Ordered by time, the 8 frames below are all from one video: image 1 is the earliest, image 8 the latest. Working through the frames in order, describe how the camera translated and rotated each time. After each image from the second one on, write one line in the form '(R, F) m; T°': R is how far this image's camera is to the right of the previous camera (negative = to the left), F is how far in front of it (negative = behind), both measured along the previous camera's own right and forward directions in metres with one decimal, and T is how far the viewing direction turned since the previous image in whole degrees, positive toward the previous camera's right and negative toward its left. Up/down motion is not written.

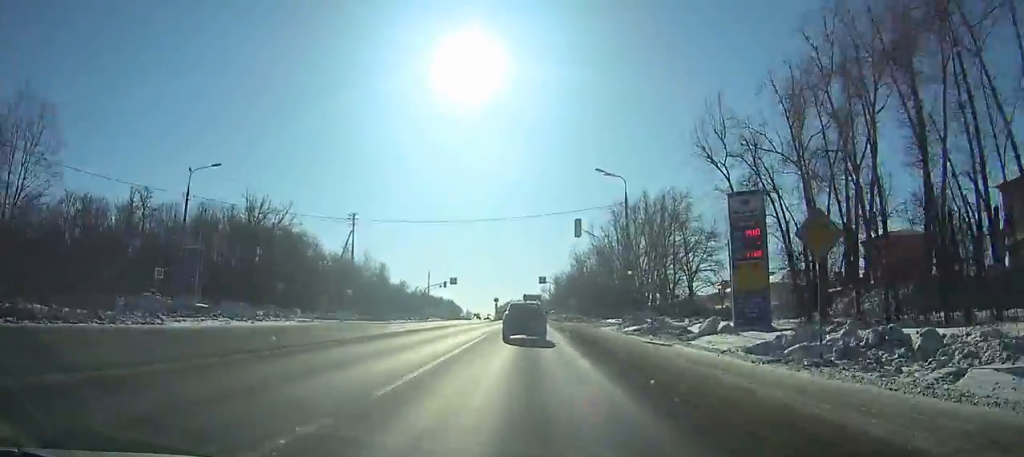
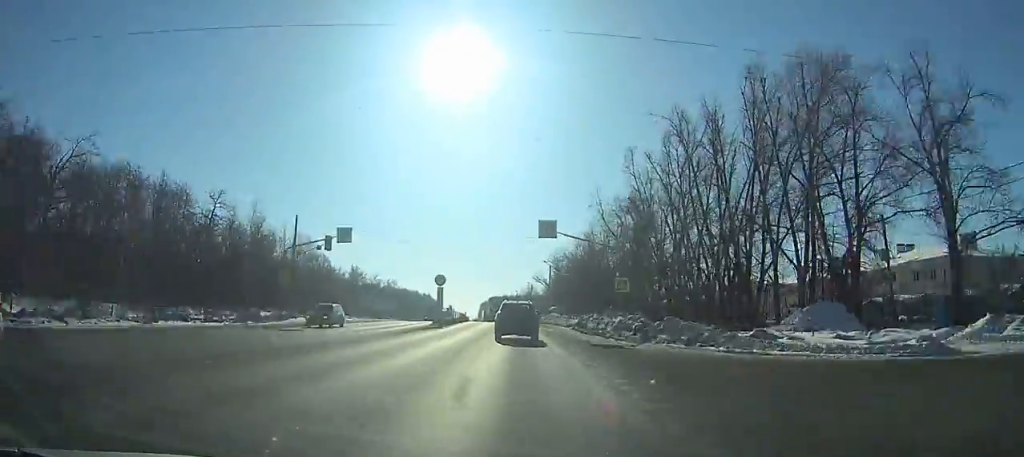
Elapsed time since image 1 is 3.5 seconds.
(+0.8, +59.3) m; 0°
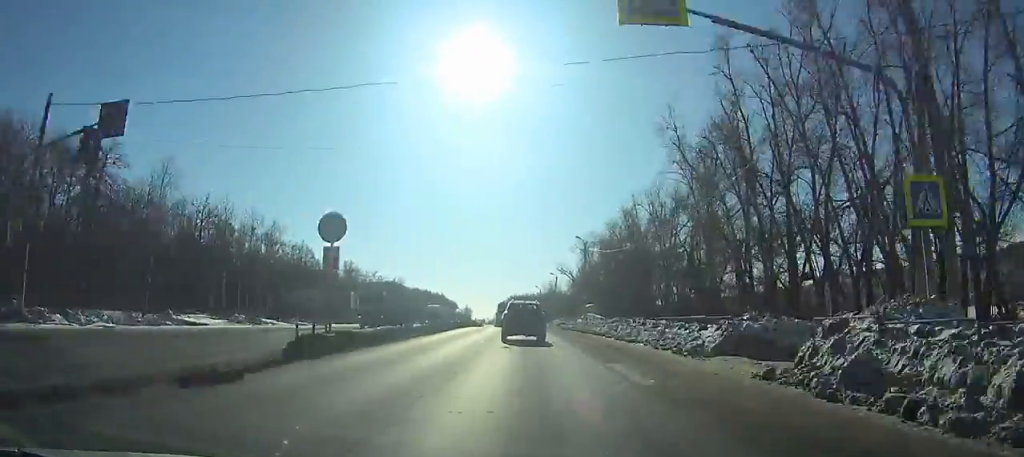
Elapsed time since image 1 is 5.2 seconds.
(-0.2, +29.8) m; -1°
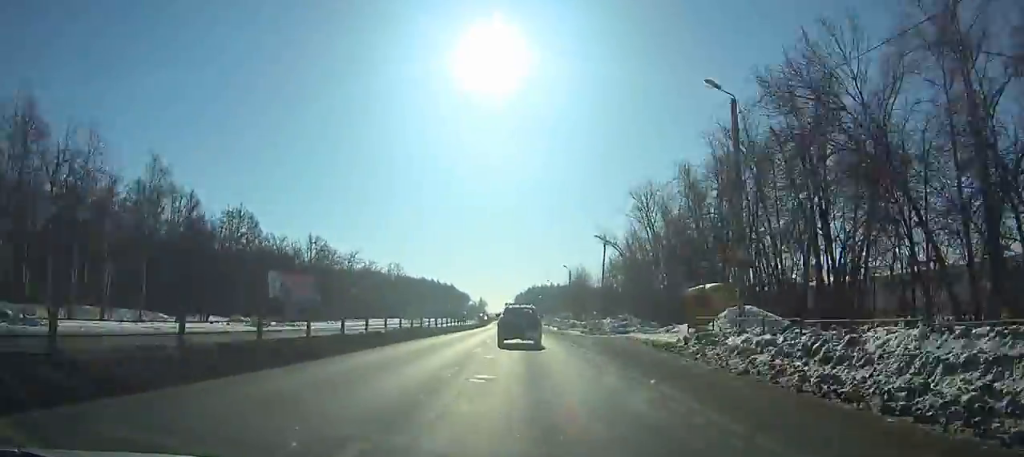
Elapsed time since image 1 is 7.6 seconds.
(-0.5, +43.0) m; -1°
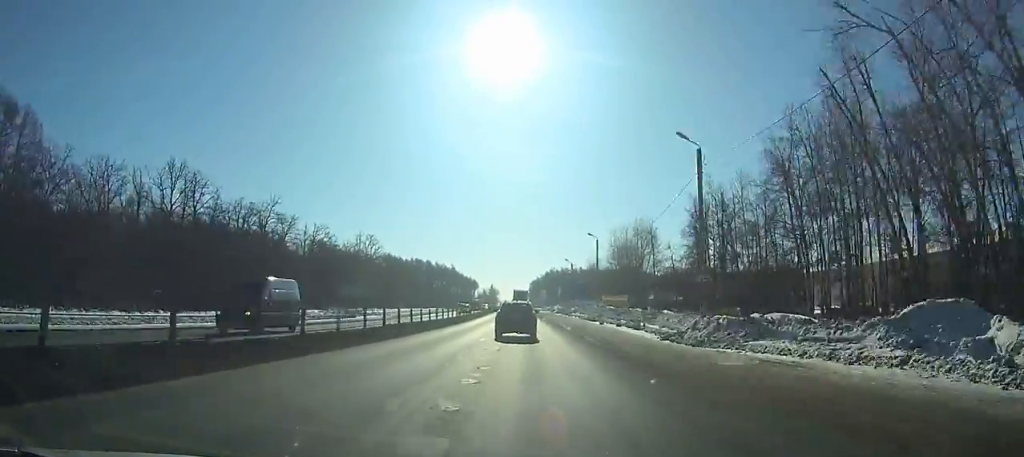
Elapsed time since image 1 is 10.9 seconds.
(-0.9, +61.3) m; -1°
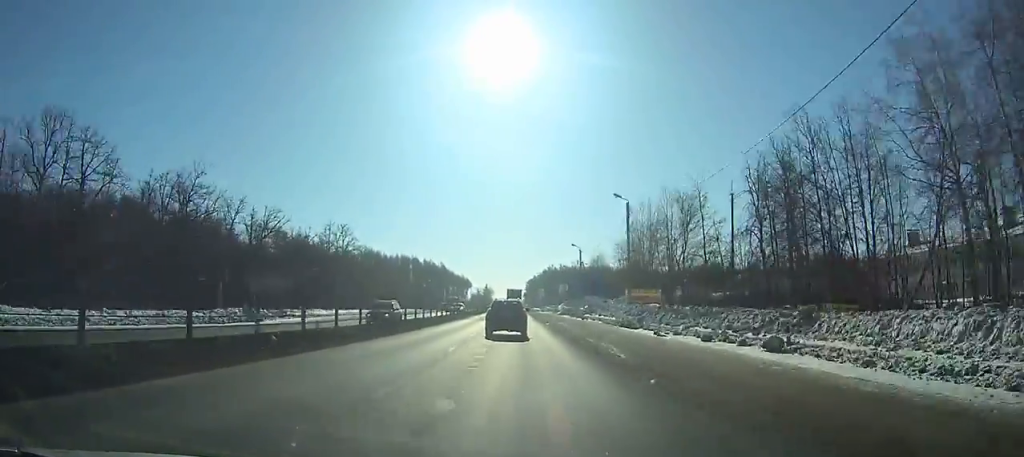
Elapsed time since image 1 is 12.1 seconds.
(+0.1, +22.8) m; 0°
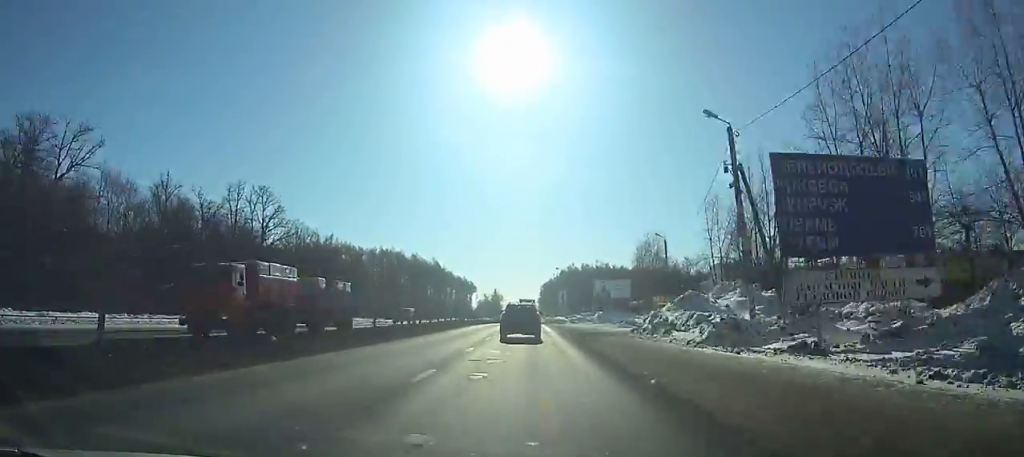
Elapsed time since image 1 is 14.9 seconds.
(-0.6, +54.2) m; -1°
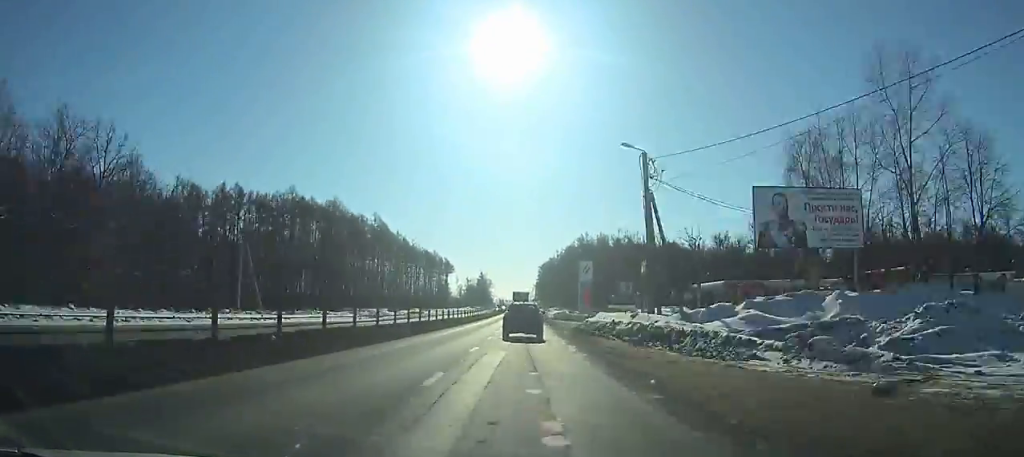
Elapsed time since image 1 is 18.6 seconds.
(-0.3, +72.7) m; 0°
